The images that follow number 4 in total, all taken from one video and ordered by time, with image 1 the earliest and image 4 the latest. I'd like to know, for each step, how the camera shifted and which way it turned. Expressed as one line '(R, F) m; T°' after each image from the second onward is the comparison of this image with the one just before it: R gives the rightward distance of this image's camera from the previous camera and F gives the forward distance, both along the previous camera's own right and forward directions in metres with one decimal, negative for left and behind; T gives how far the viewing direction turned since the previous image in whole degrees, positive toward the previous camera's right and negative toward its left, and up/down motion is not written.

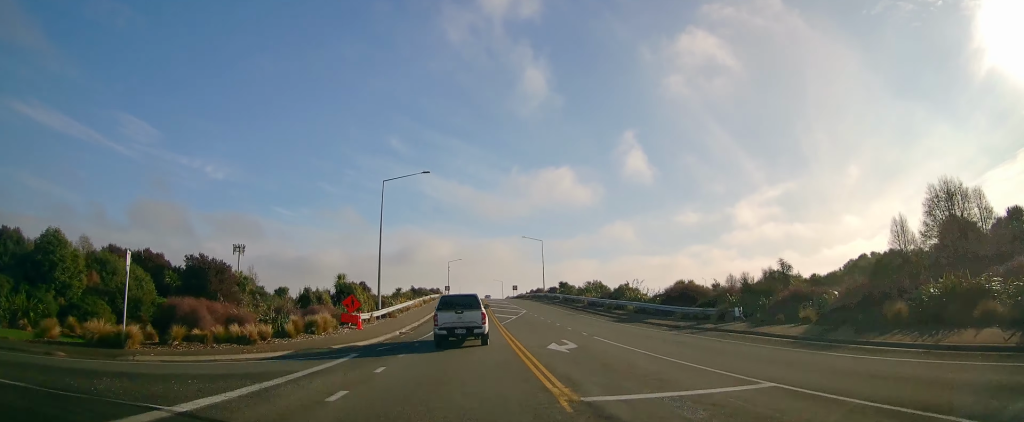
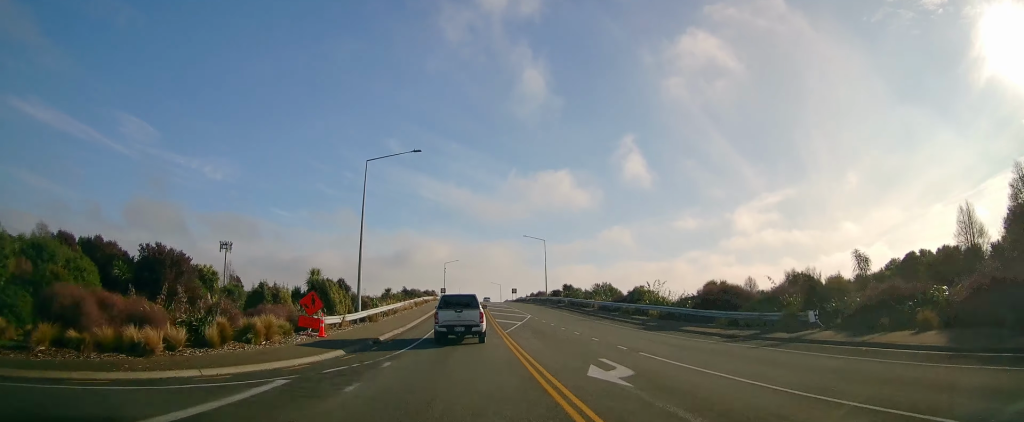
(+0.6, +6.9) m; +3°
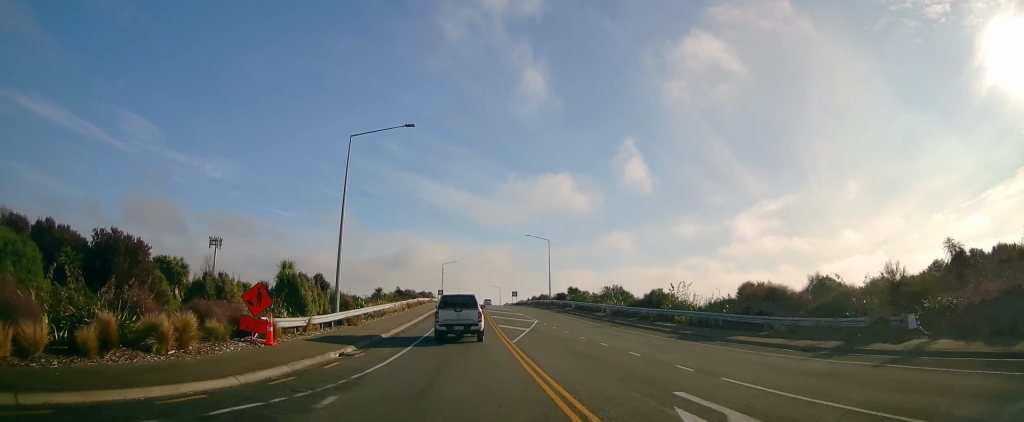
(+0.1, +5.8) m; 0°
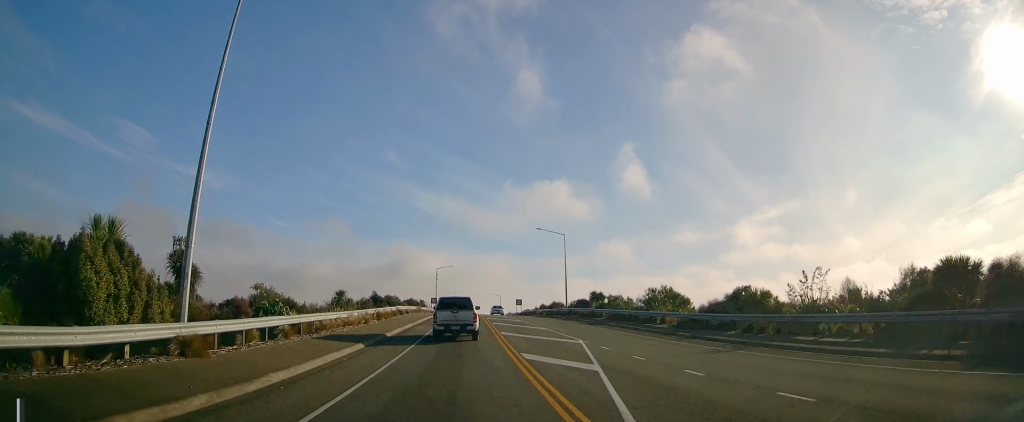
(-0.7, +17.1) m; -2°
